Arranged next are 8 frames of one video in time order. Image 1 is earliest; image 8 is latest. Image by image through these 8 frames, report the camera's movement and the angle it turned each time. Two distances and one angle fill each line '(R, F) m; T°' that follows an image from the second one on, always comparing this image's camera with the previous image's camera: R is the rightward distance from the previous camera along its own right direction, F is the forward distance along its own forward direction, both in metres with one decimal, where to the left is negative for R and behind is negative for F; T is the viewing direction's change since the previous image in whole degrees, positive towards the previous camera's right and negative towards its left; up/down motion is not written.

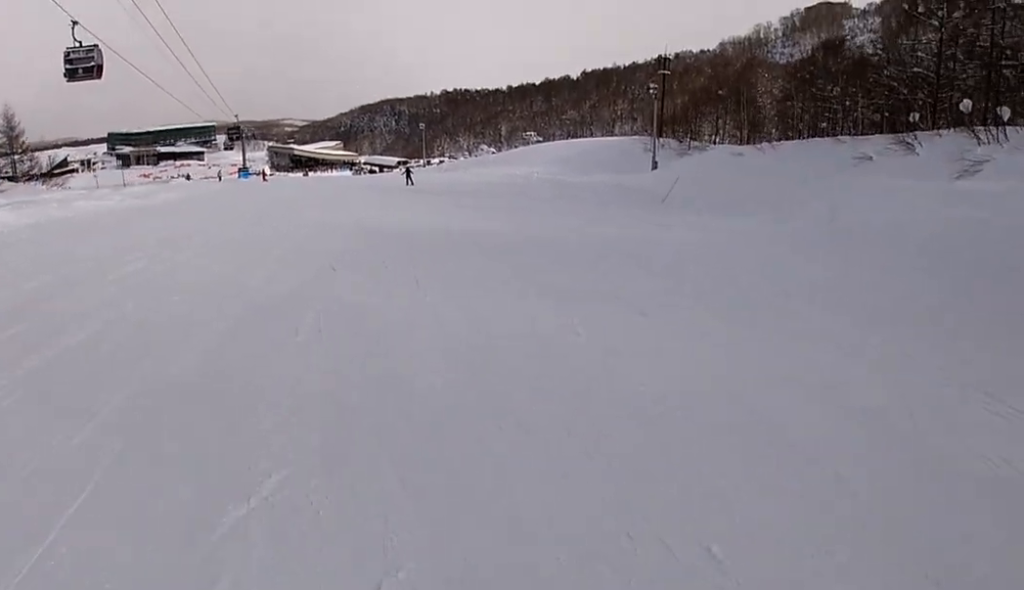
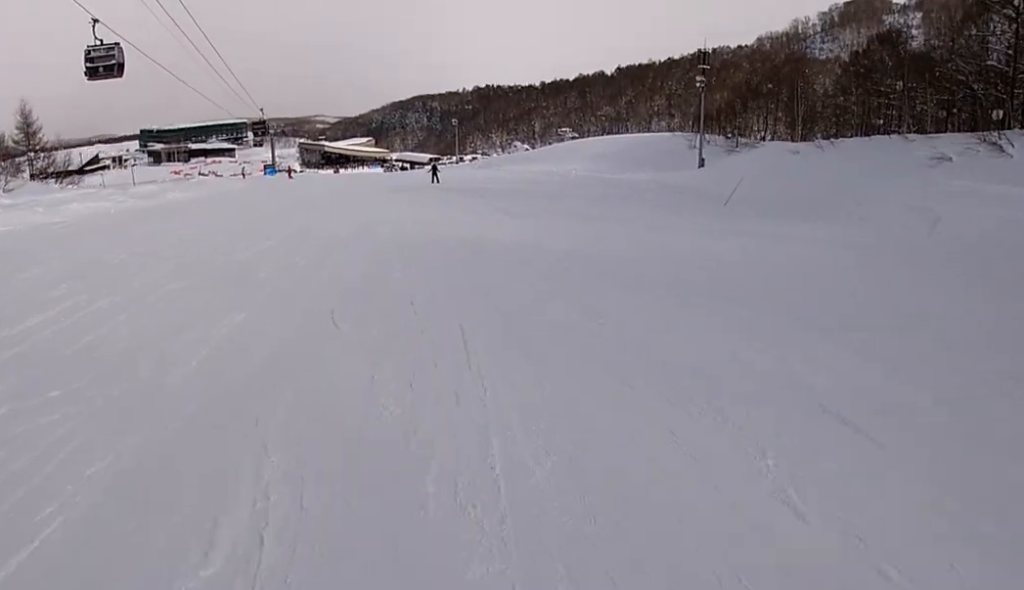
(0.0, +4.0) m; 0°
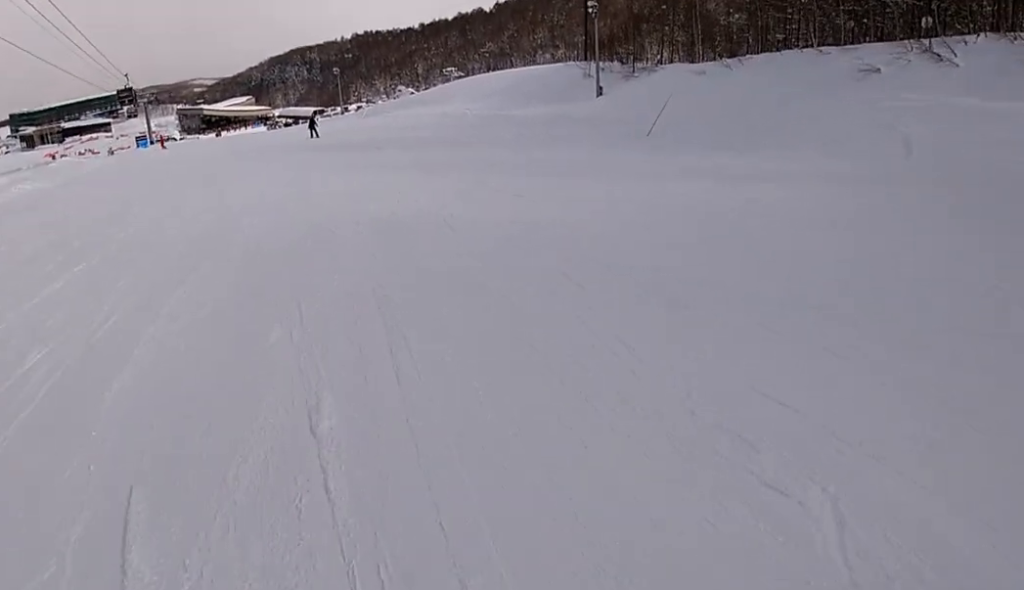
(0.0, +4.5) m; 0°
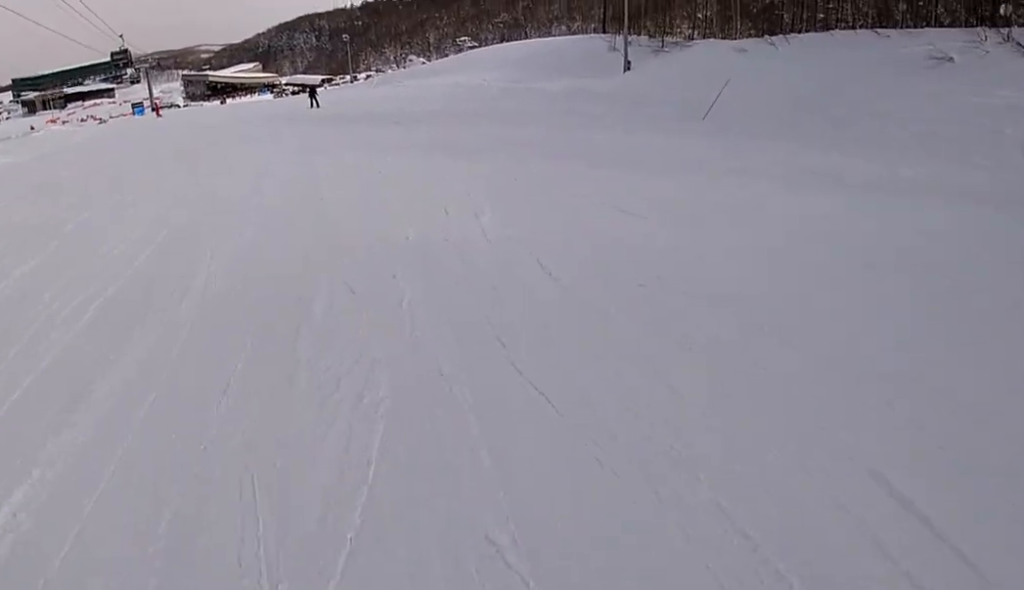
(0.0, +4.3) m; 0°
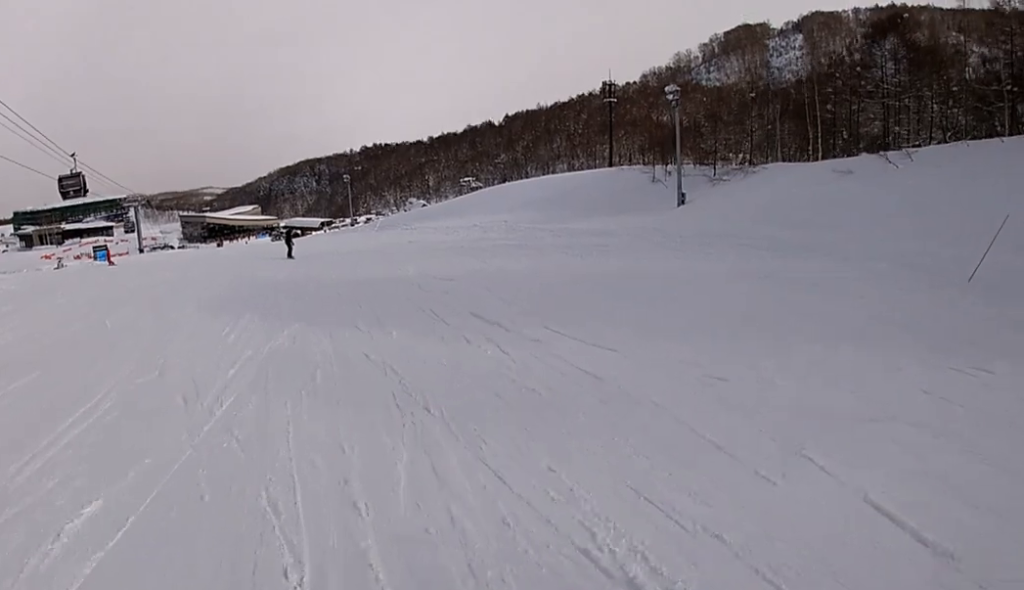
(0.0, +15.8) m; 0°
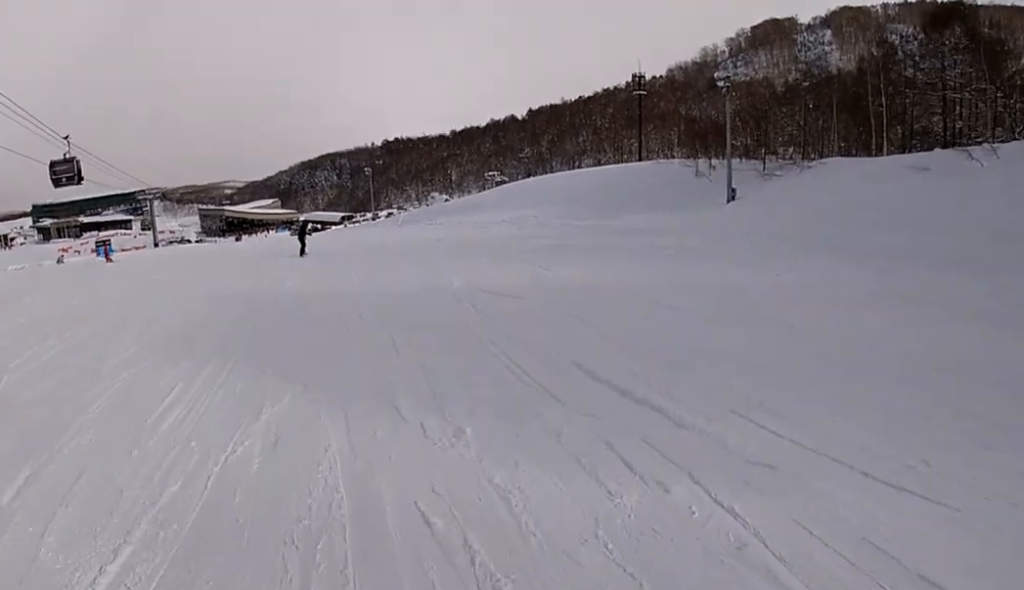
(0.0, +5.0) m; 0°
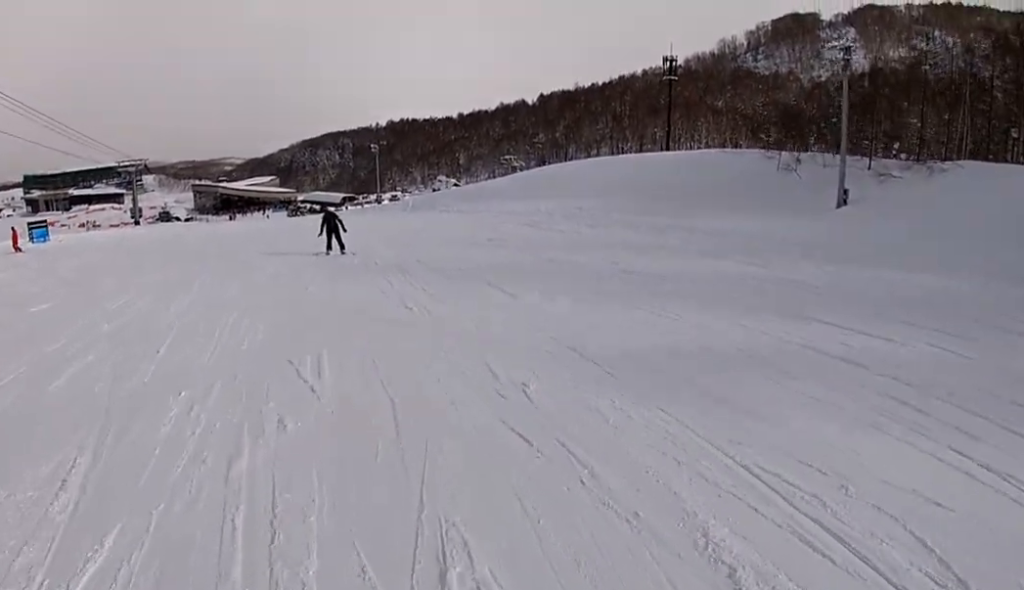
(-2.4, +13.6) m; -14°
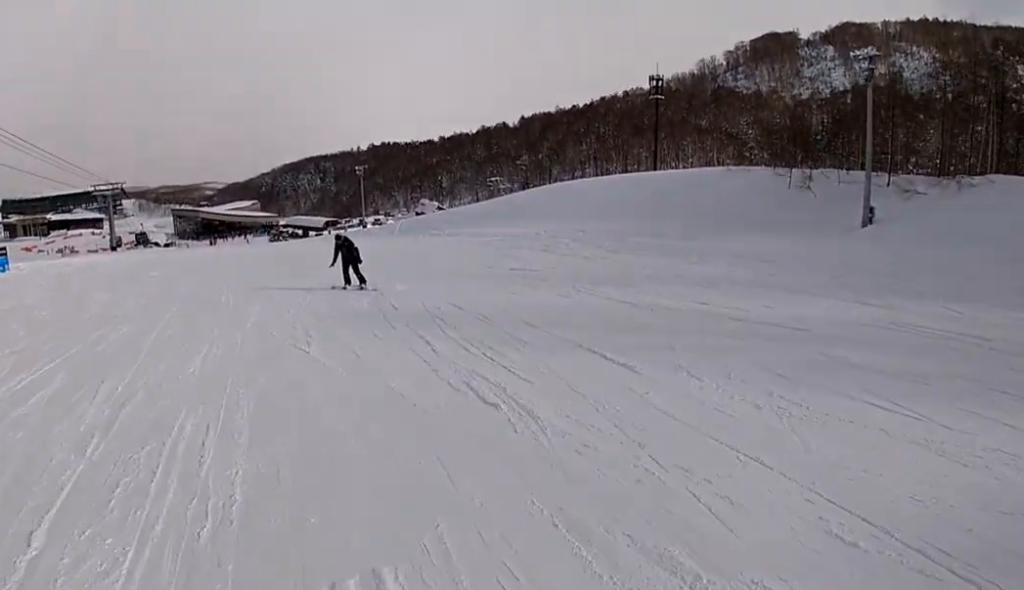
(+0.5, +4.3) m; +6°
